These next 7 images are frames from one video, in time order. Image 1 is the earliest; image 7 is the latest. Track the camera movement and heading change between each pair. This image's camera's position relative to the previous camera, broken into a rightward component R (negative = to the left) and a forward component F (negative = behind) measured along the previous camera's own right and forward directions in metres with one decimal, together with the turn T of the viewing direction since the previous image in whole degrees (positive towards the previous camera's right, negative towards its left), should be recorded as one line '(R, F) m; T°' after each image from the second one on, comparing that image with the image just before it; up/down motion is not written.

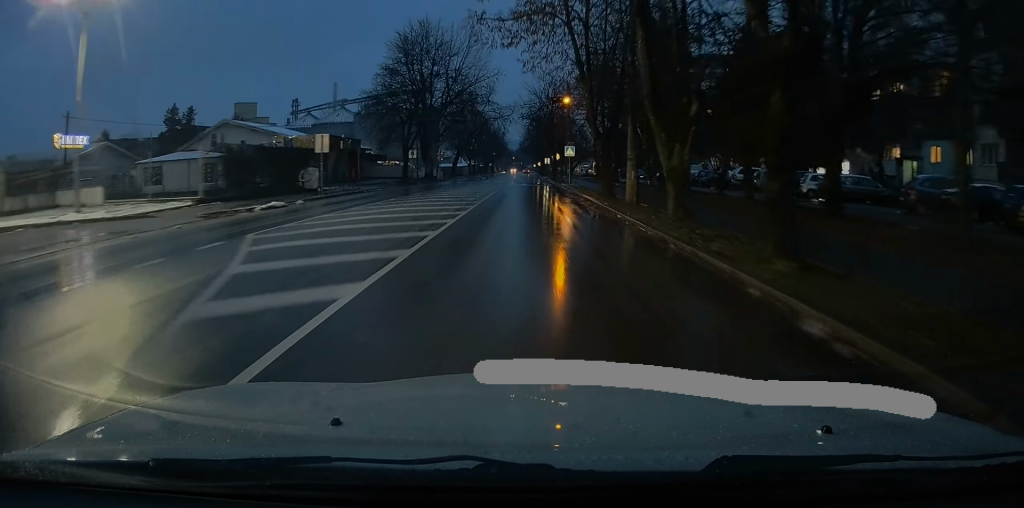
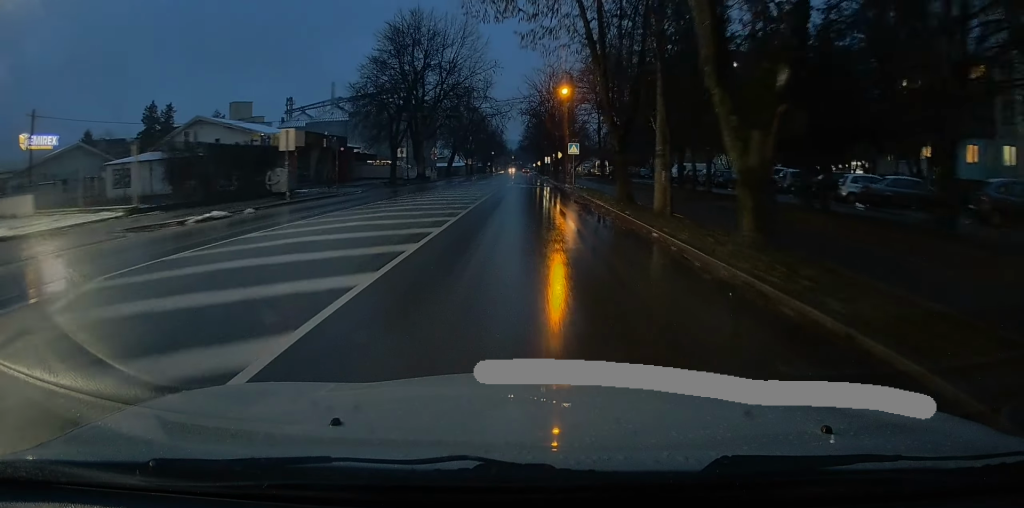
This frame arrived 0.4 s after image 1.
(-0.1, +4.9) m; 0°
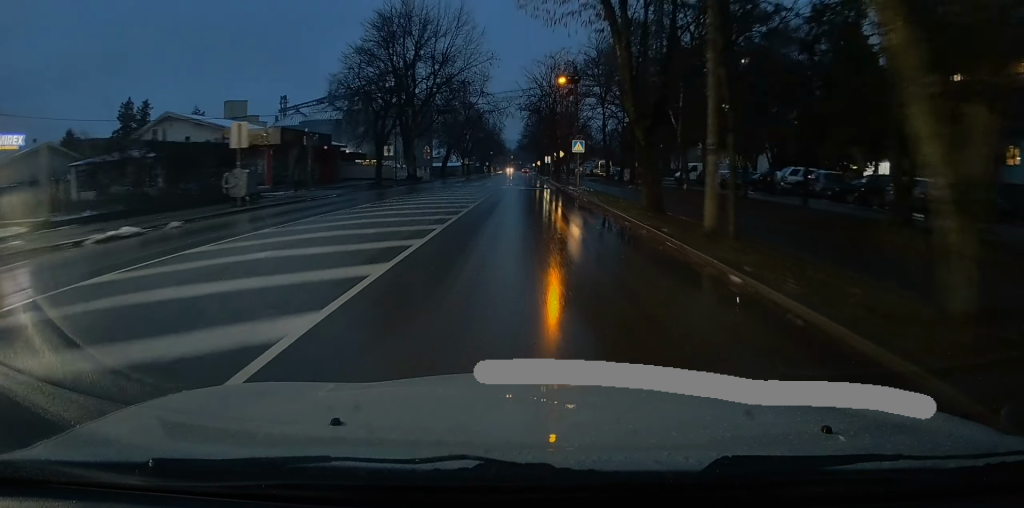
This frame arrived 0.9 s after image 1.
(+0.1, +4.8) m; +1°
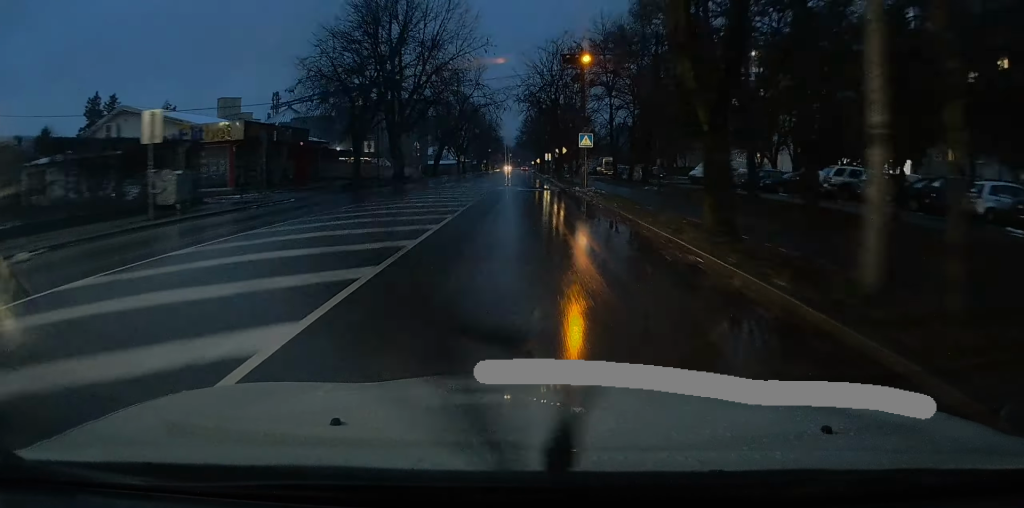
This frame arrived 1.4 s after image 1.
(0.0, +5.9) m; +1°
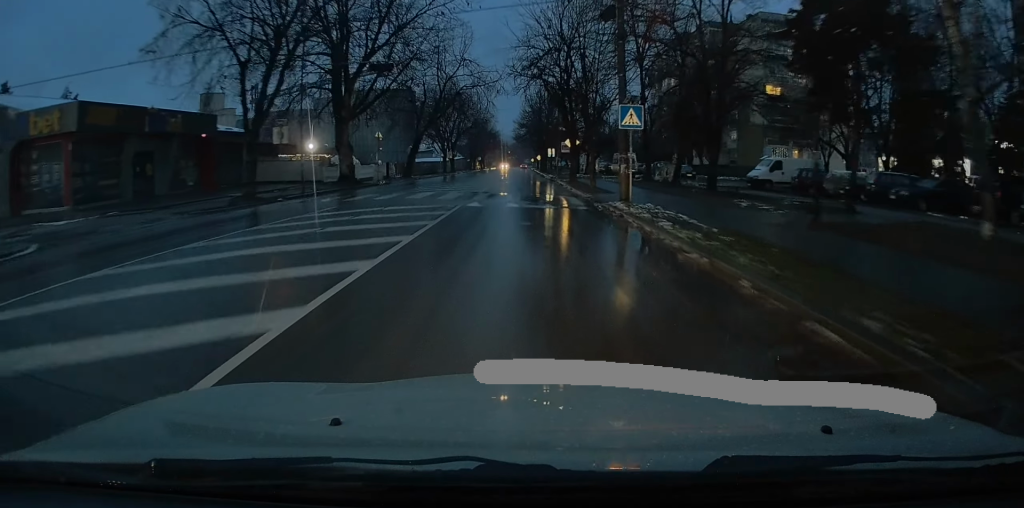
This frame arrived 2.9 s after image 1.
(0.0, +15.4) m; -1°
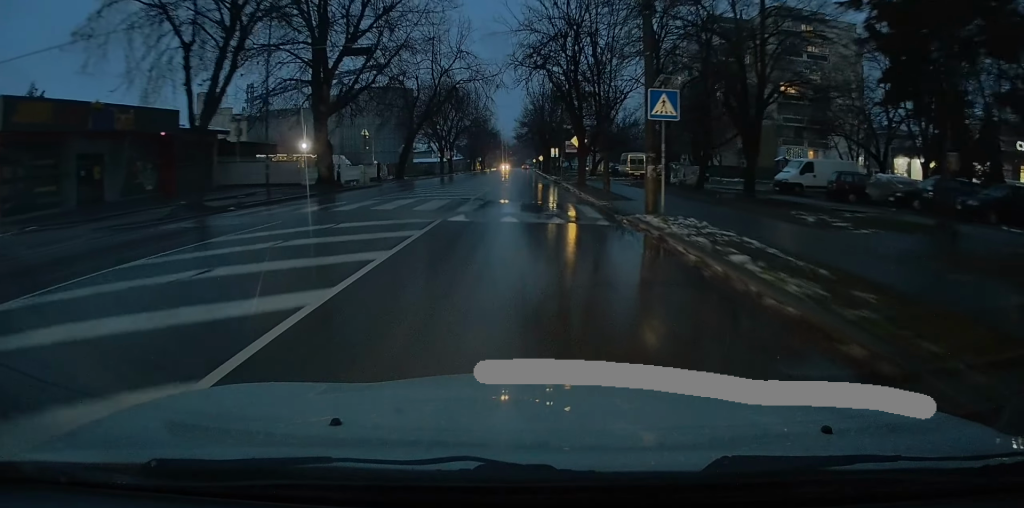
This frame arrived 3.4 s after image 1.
(-0.1, +4.6) m; 0°
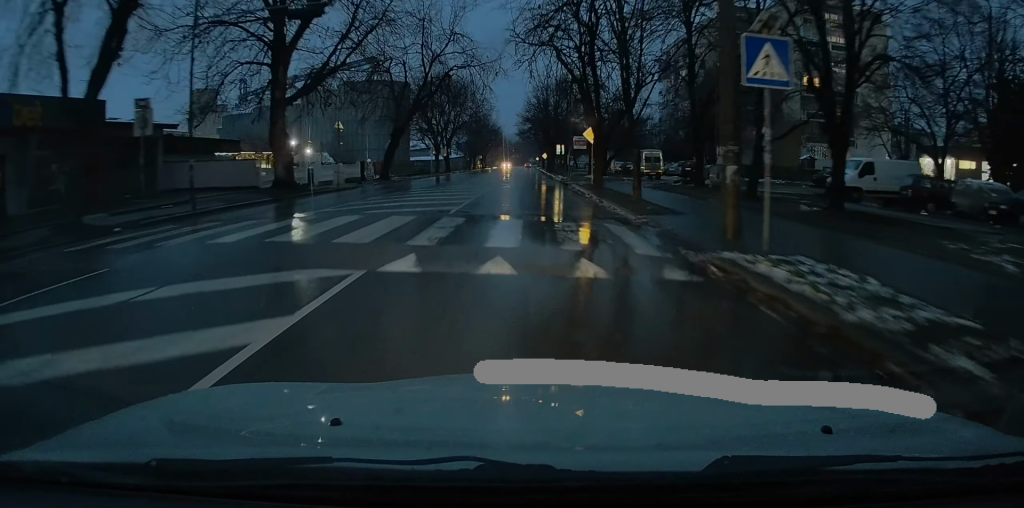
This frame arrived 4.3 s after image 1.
(+0.2, +6.5) m; +1°
